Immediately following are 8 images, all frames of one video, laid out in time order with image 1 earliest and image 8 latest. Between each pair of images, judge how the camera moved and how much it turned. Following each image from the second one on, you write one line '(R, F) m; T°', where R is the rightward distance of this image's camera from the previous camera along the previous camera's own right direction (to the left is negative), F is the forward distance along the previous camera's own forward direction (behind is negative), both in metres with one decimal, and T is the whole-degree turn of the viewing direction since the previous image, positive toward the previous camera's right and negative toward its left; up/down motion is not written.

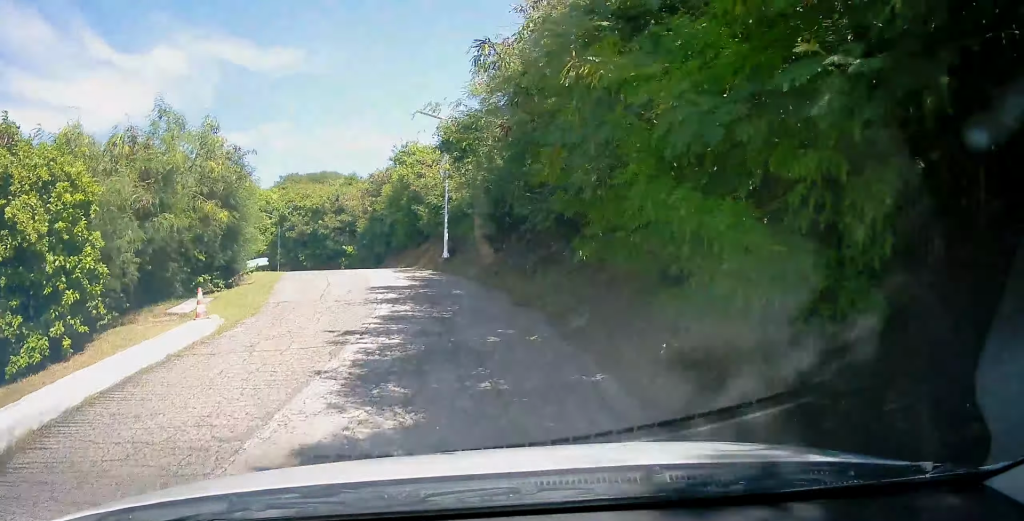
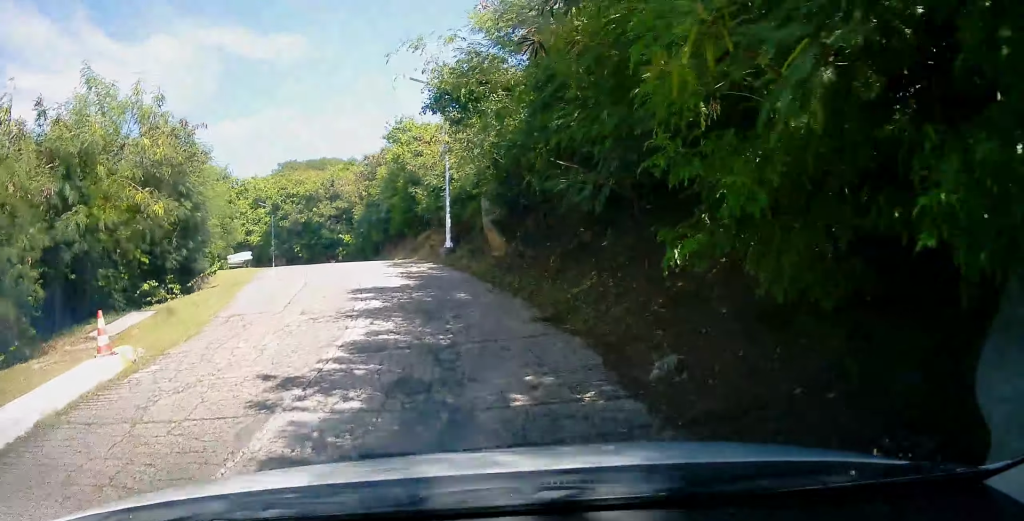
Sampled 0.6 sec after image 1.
(+0.1, +3.1) m; 0°
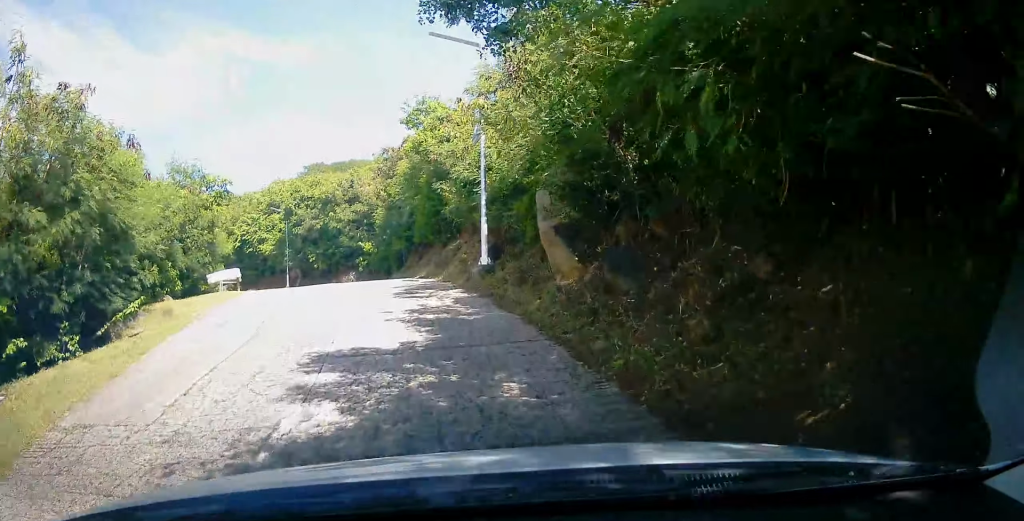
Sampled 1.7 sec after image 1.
(-0.2, +5.1) m; -6°
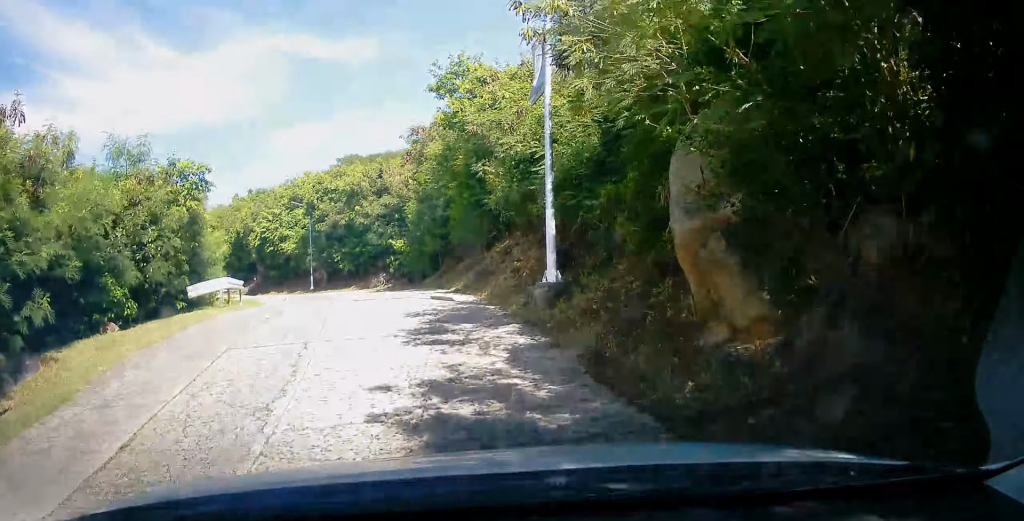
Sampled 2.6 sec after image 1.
(-0.3, +4.3) m; -5°
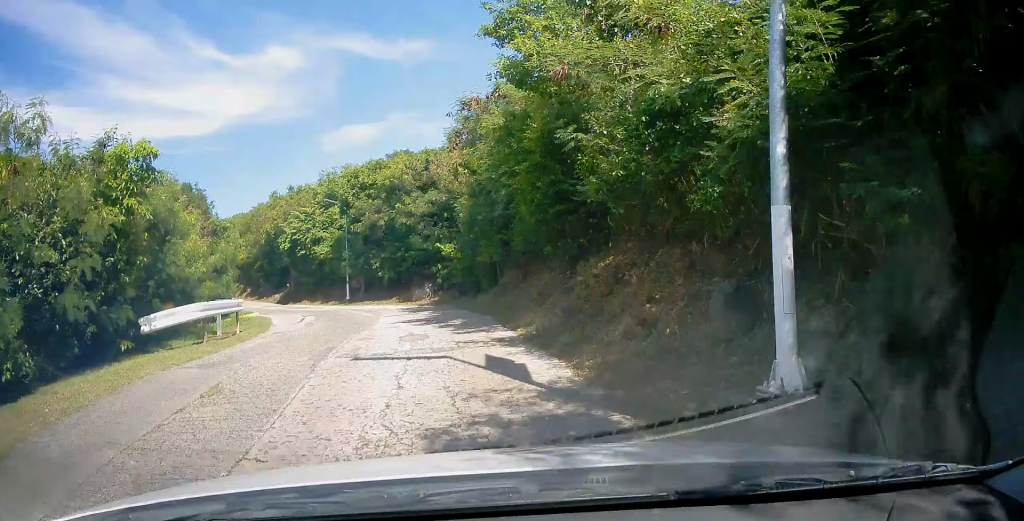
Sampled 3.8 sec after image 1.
(0.0, +4.9) m; 0°
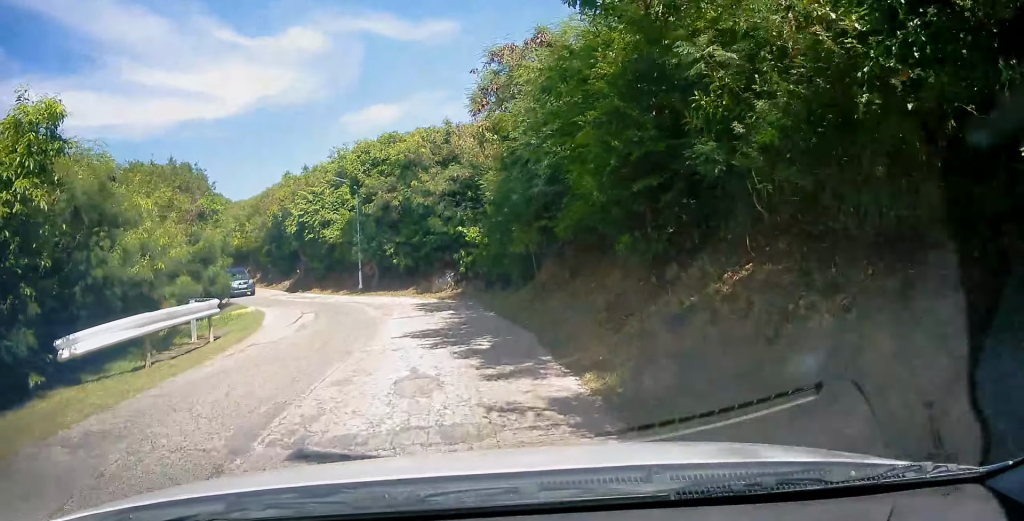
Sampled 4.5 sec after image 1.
(0.0, +3.2) m; -1°
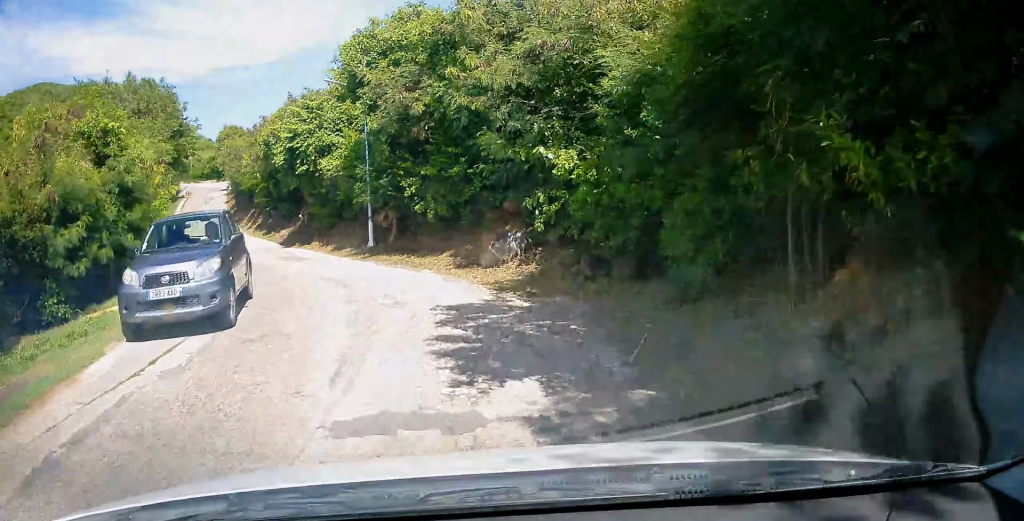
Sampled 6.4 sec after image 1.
(-1.3, +9.7) m; -14°
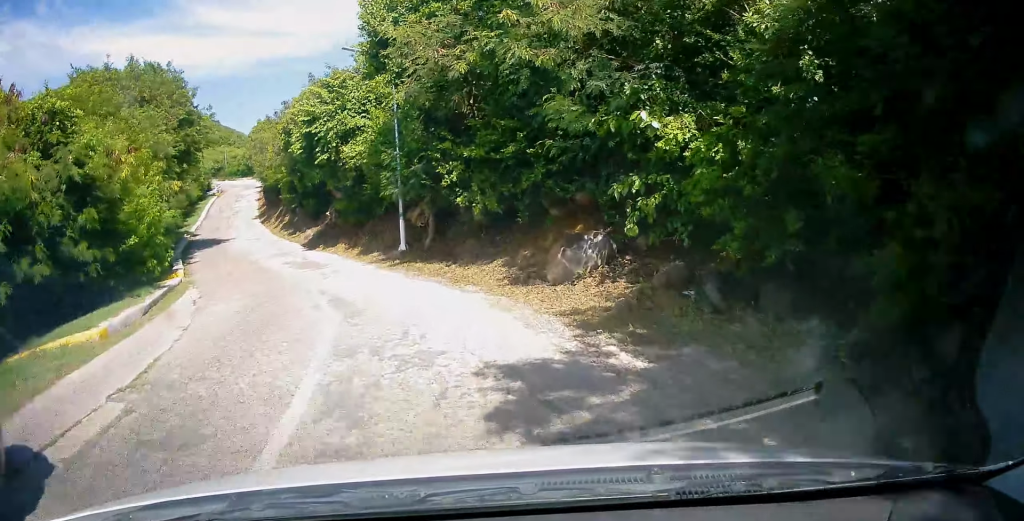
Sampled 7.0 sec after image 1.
(0.0, +3.5) m; -6°
